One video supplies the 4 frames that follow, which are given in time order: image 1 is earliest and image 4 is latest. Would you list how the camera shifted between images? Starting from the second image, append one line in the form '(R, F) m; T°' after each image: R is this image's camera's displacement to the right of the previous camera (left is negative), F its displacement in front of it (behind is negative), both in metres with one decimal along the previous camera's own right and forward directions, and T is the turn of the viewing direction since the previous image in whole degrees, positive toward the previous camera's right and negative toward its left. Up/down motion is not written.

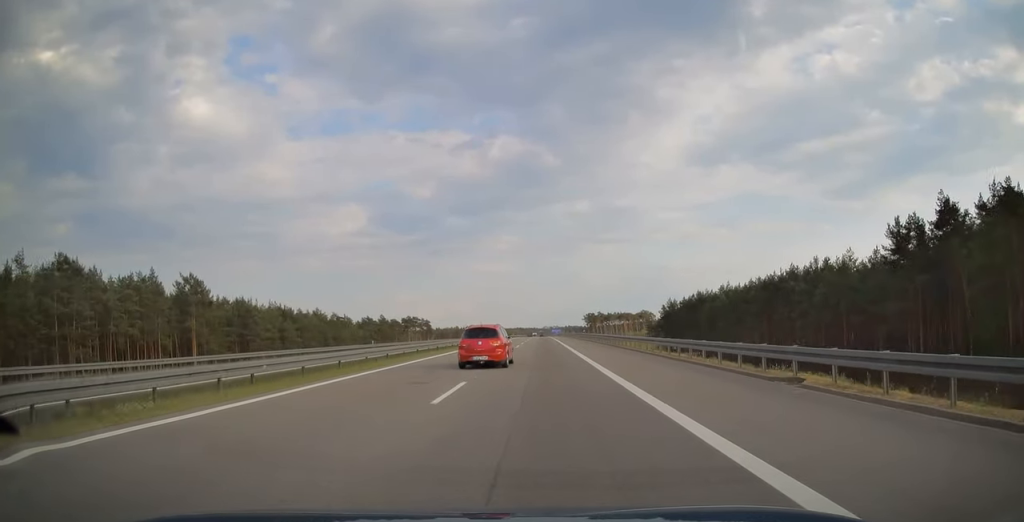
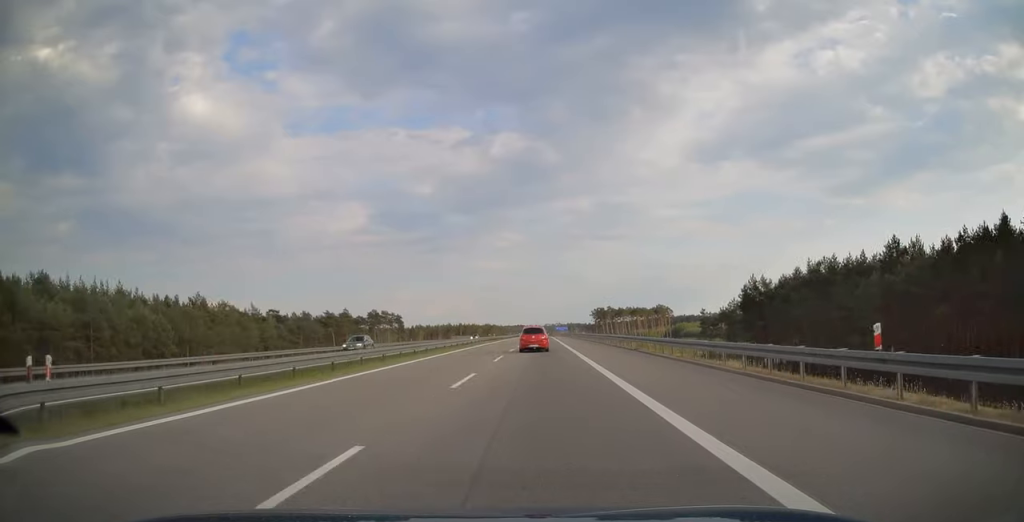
(0.0, +68.5) m; 0°
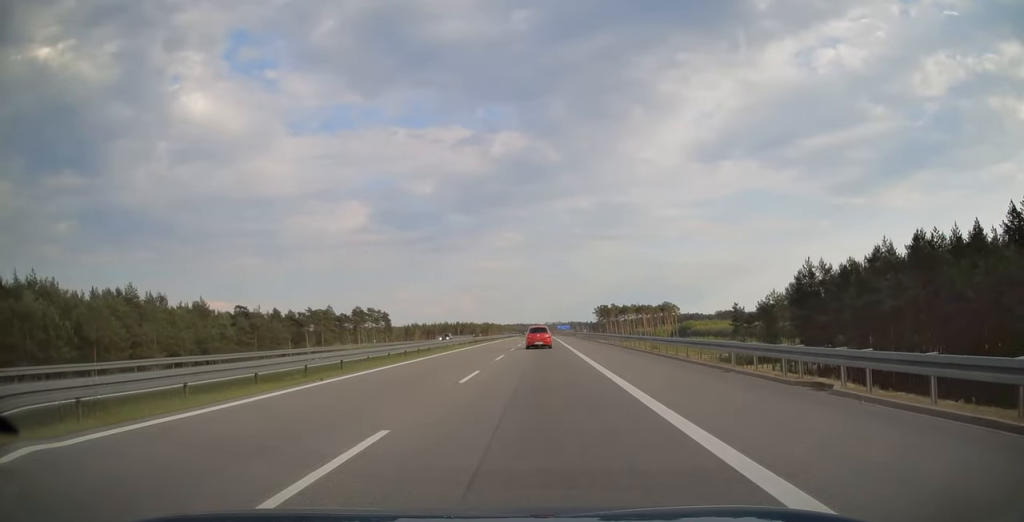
(0.0, +22.9) m; 0°
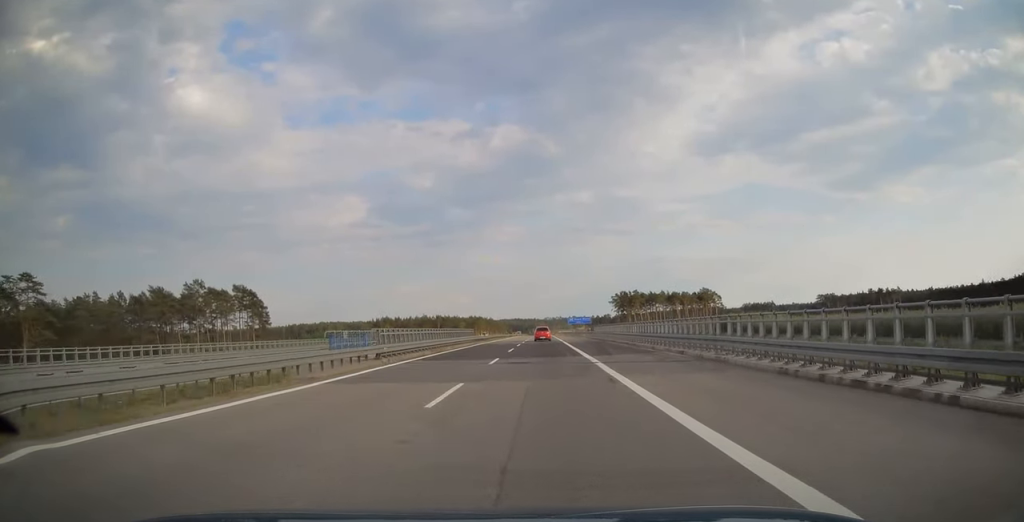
(-0.5, +111.9) m; 0°
